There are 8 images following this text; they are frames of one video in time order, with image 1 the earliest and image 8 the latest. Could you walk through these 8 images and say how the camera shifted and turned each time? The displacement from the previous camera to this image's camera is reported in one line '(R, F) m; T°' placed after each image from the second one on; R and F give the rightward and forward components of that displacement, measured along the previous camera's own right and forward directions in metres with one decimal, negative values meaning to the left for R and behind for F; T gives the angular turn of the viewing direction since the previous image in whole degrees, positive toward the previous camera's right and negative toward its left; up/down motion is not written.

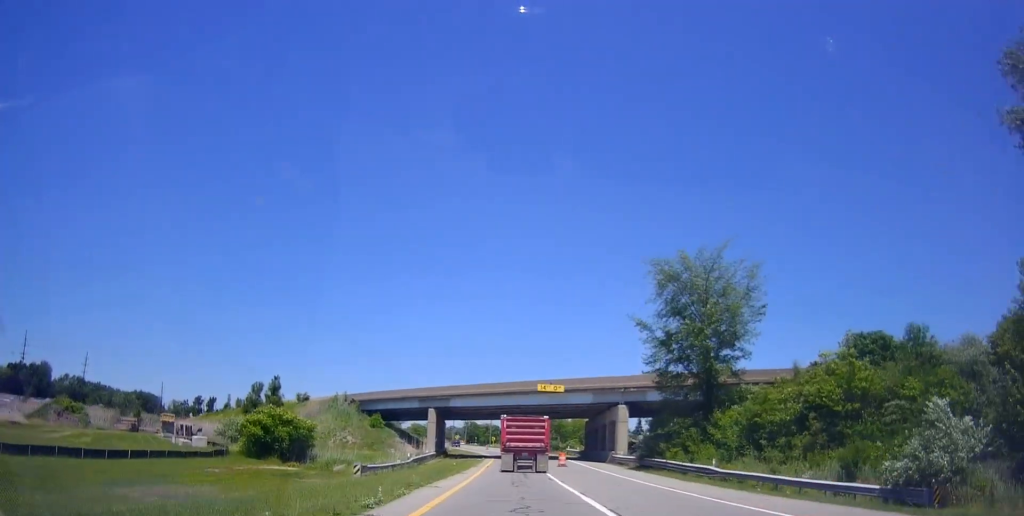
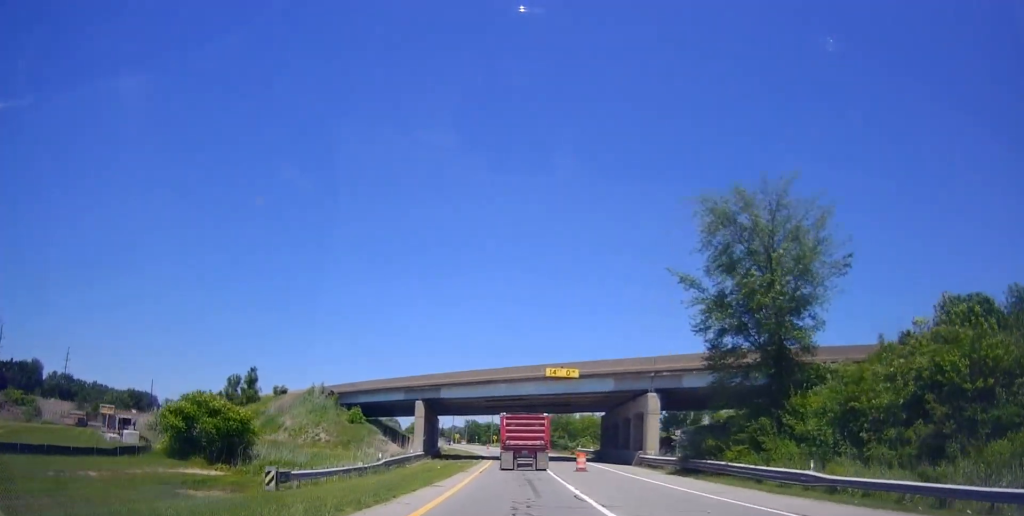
(0.0, +10.7) m; +1°
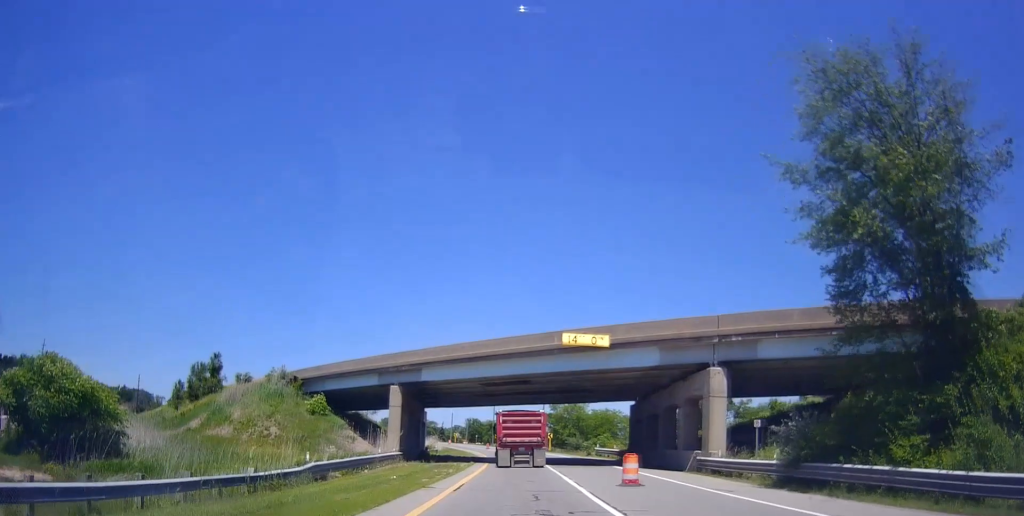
(+0.1, +13.2) m; +1°
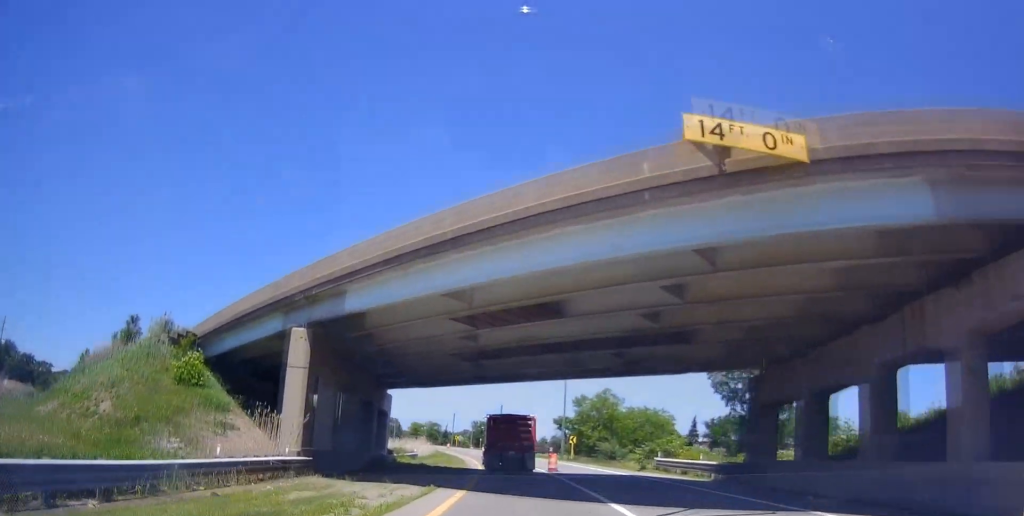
(+0.1, +22.3) m; 0°
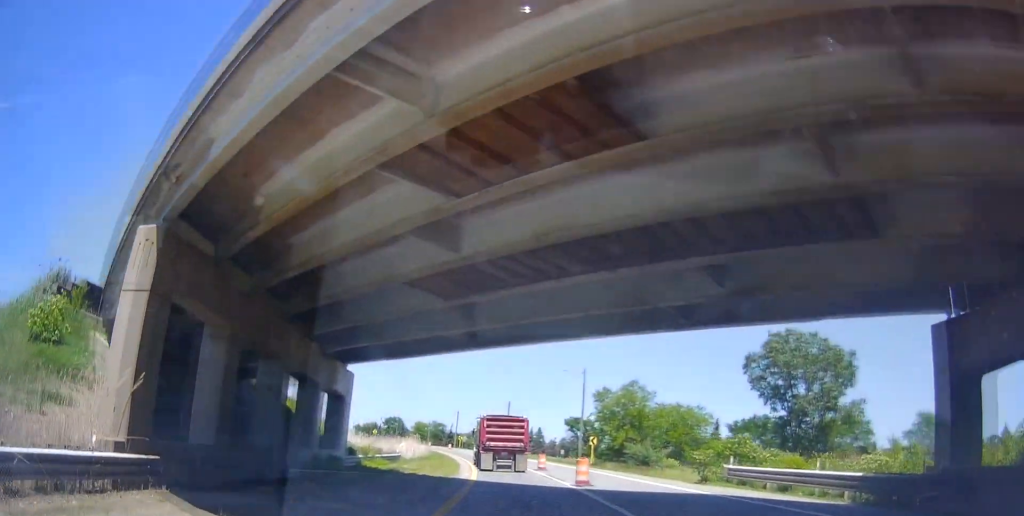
(-0.1, +11.6) m; -1°
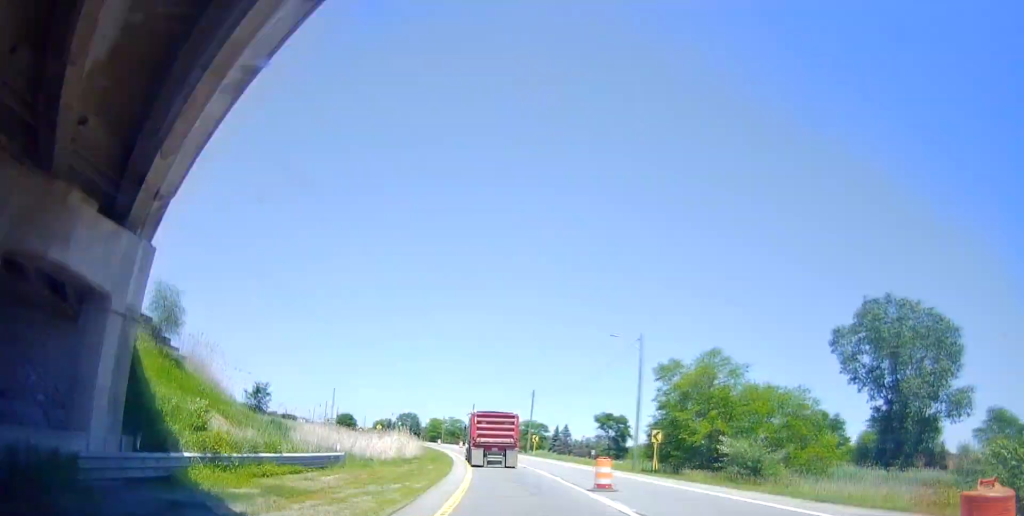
(-0.1, +18.7) m; -1°
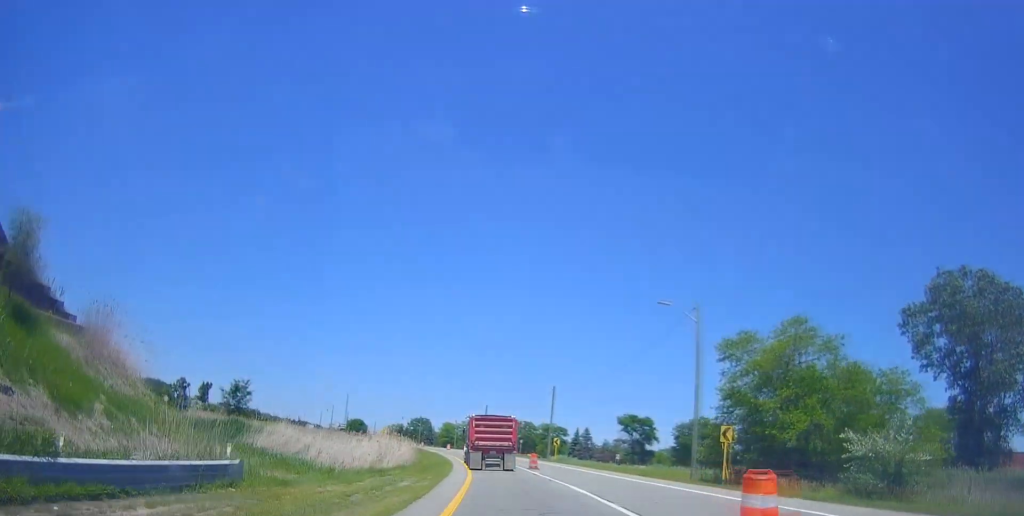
(0.0, +10.9) m; -2°
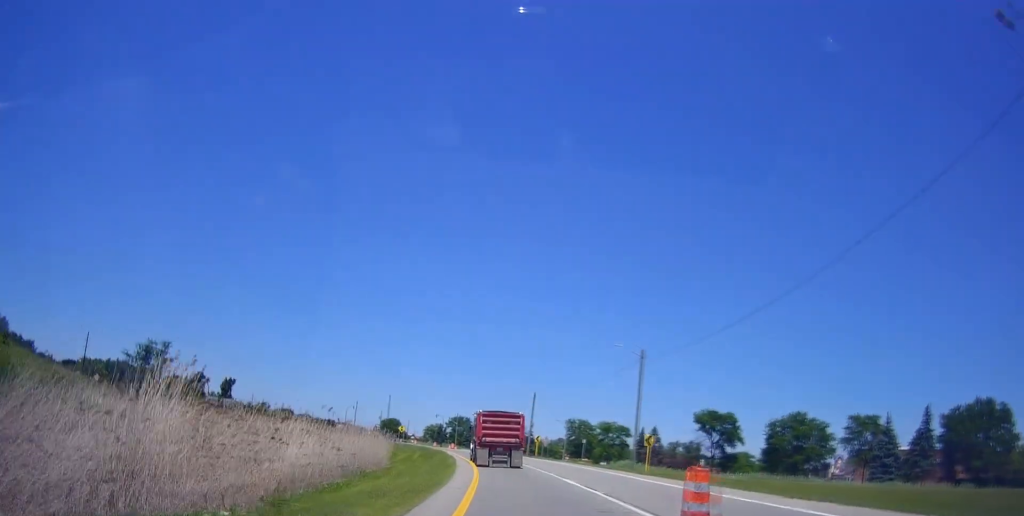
(-0.9, +26.2) m; -4°
